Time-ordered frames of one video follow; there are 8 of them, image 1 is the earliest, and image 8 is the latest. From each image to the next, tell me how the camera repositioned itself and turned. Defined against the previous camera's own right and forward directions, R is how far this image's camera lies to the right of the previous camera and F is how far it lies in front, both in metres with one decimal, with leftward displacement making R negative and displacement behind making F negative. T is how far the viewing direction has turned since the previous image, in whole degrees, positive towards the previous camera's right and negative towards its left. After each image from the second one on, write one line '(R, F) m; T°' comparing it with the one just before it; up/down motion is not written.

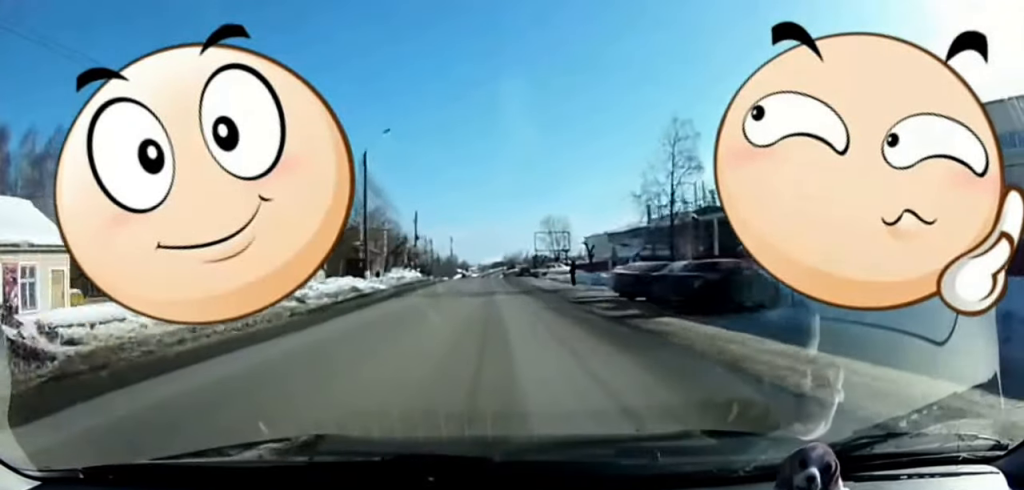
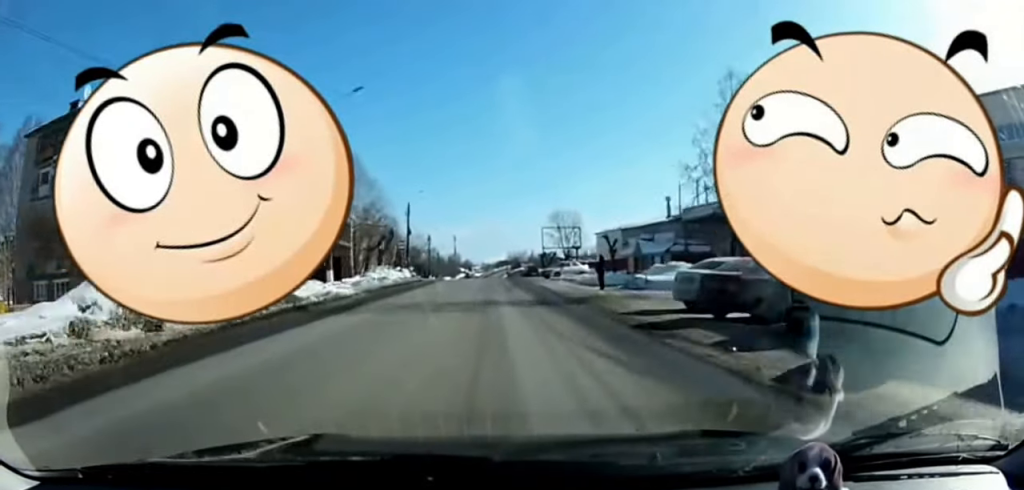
(0.0, +8.3) m; 0°
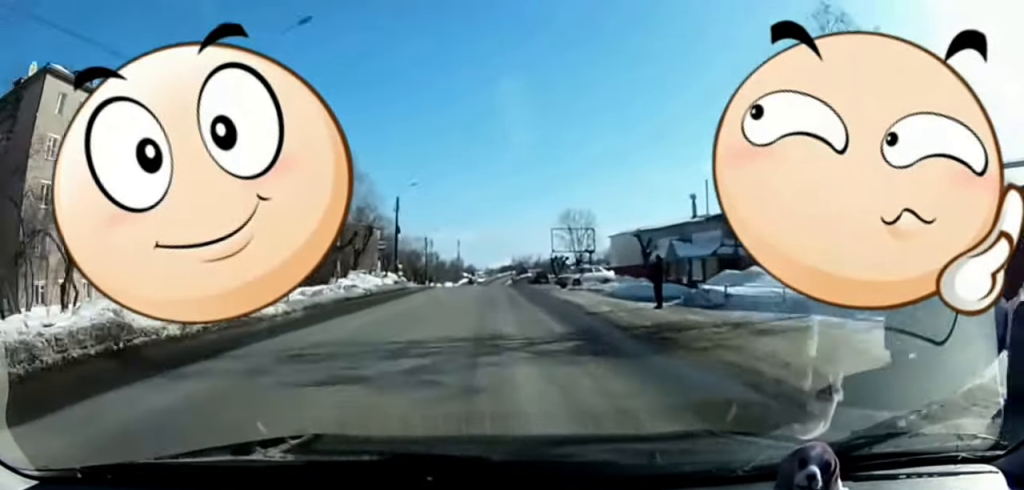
(0.0, +9.0) m; 0°
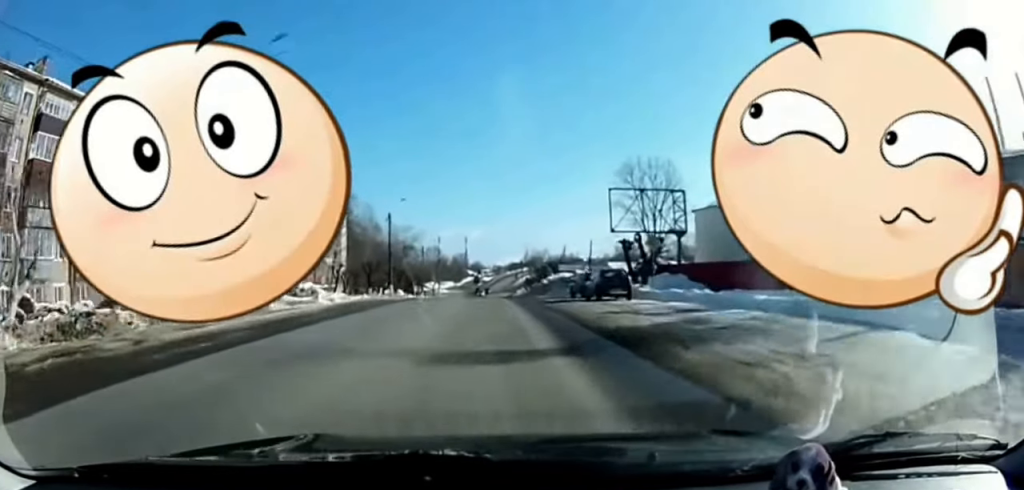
(-0.6, +37.8) m; -1°
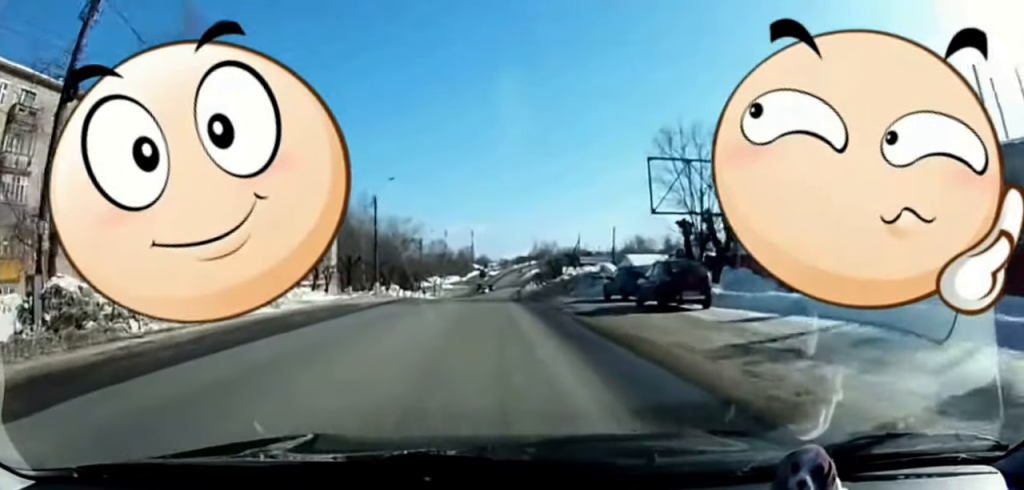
(0.0, +8.5) m; 0°
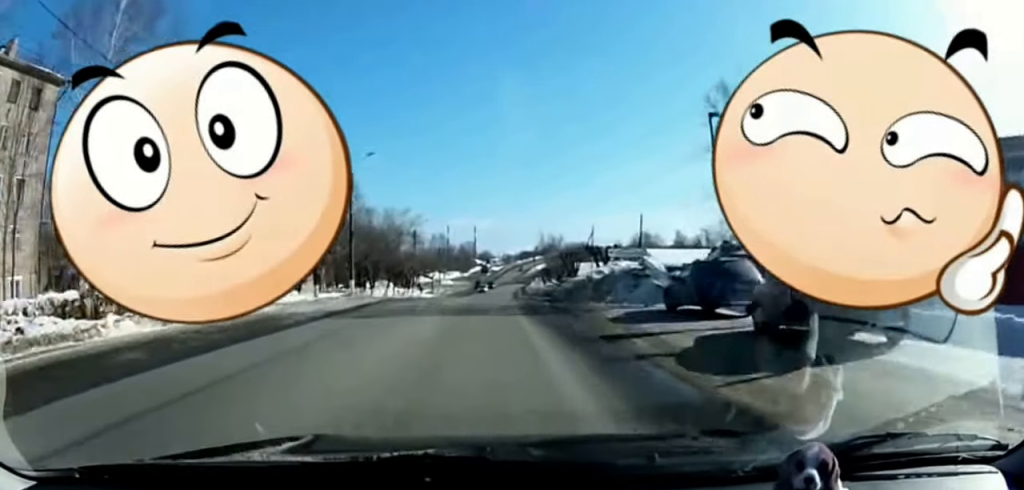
(+0.1, +9.9) m; -1°
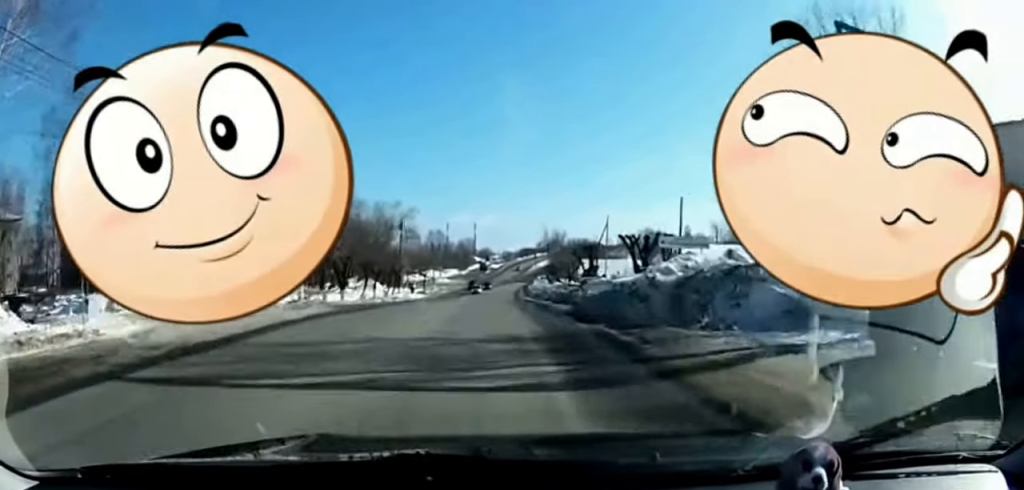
(-0.2, +10.5) m; 0°
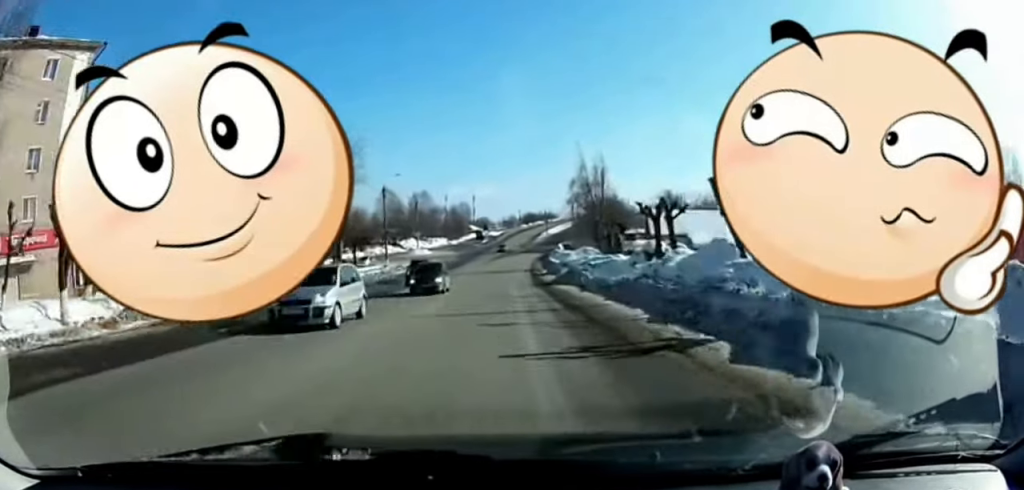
(0.0, +42.5) m; 0°
